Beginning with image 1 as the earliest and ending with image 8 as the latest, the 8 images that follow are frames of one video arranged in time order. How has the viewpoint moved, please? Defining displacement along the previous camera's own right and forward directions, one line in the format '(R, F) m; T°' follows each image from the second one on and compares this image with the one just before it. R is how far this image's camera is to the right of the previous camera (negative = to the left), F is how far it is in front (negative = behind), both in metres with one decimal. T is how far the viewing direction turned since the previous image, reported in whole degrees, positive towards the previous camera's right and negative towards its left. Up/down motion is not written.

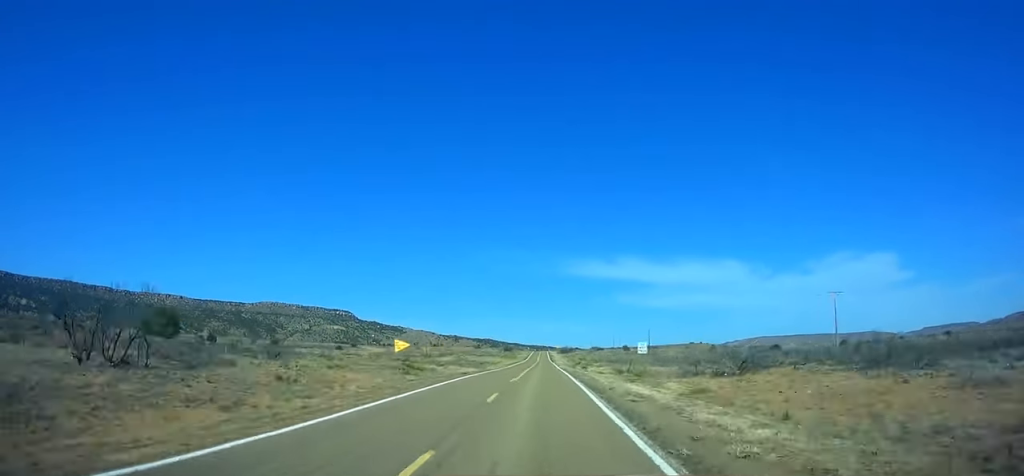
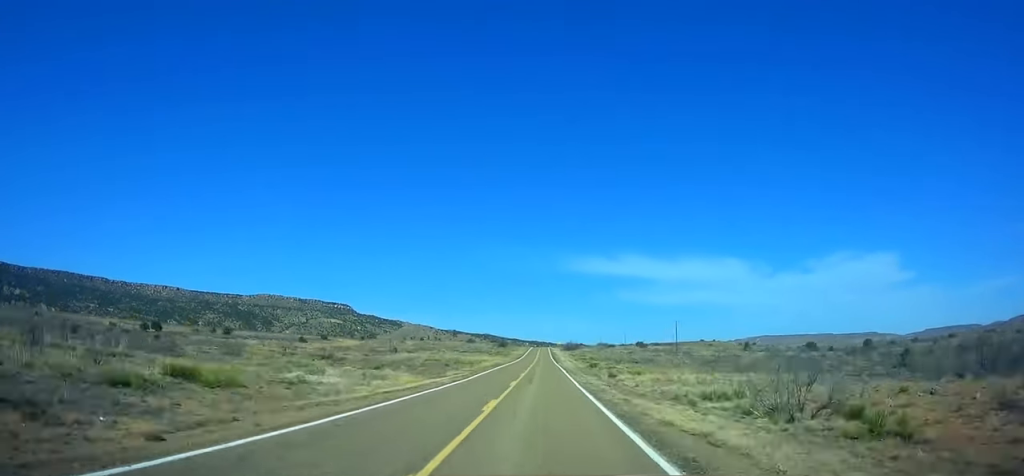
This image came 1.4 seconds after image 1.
(-0.1, +38.1) m; 0°
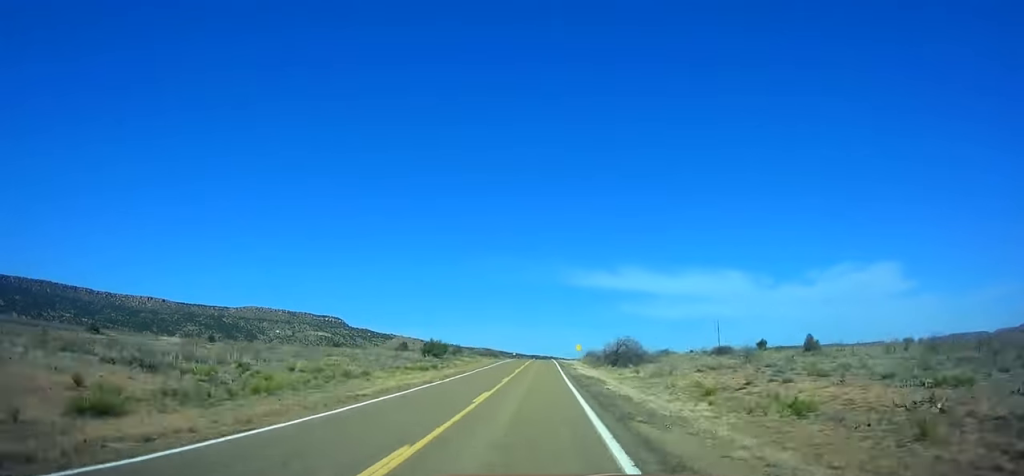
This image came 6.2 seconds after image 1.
(-0.2, +131.1) m; 0°
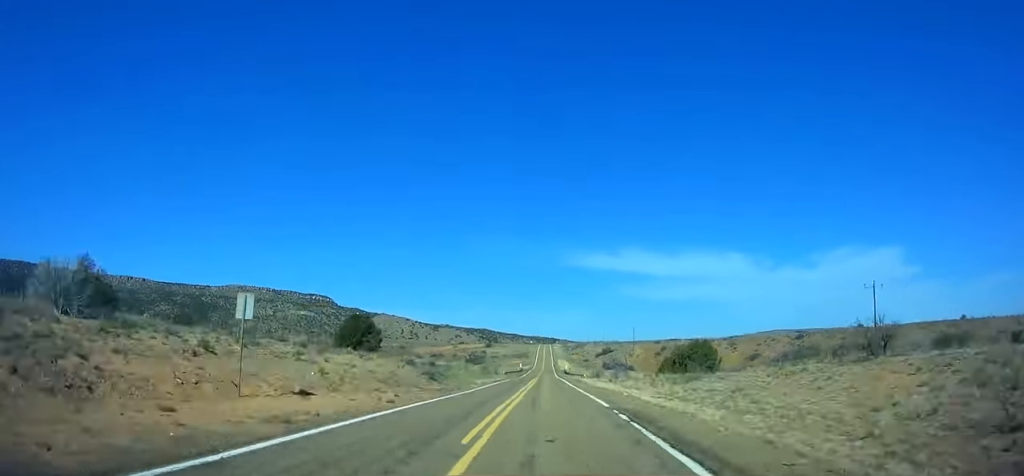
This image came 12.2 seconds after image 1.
(-0.2, +164.2) m; -1°
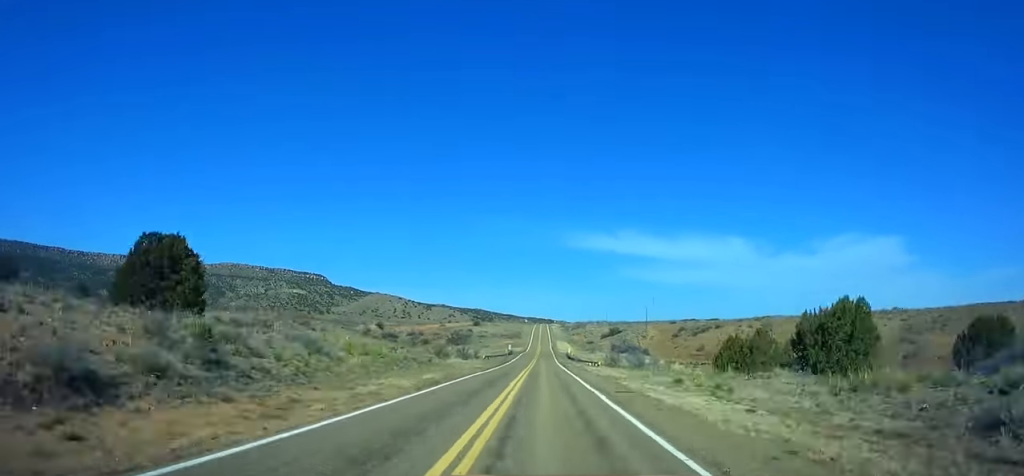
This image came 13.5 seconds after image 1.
(-0.6, +35.7) m; 0°
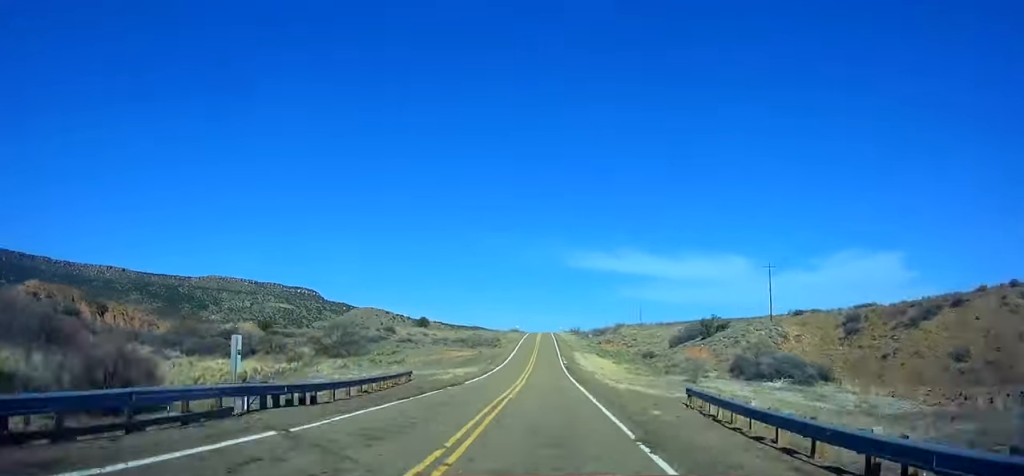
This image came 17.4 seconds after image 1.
(+1.3, +106.8) m; +1°
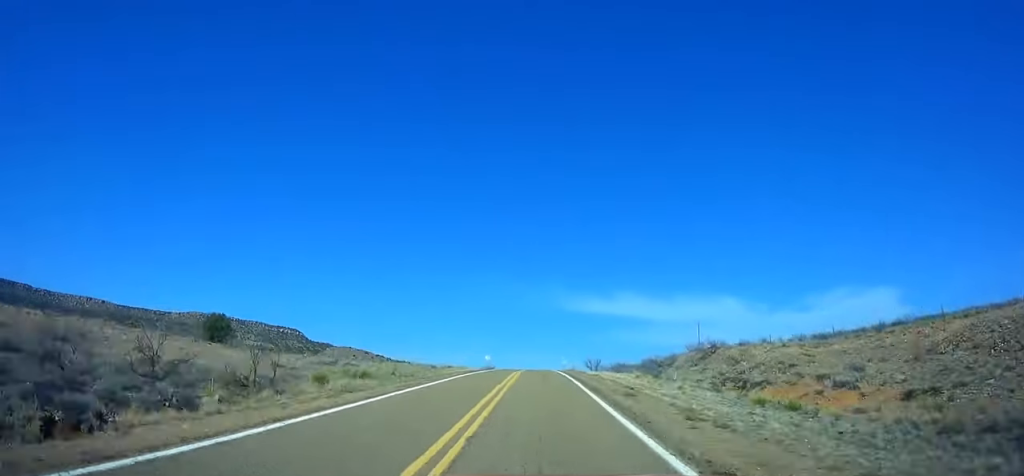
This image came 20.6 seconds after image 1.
(-0.3, +86.6) m; +1°
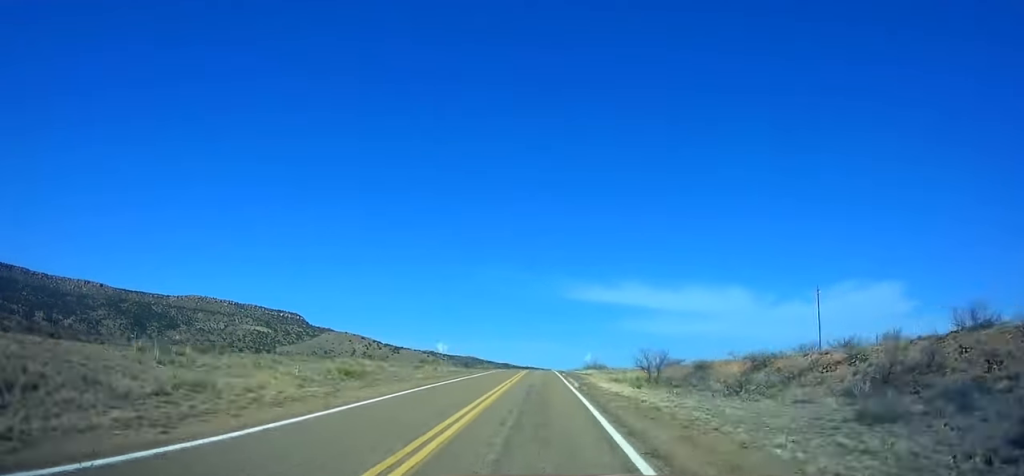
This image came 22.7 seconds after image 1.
(+0.9, +56.1) m; 0°
